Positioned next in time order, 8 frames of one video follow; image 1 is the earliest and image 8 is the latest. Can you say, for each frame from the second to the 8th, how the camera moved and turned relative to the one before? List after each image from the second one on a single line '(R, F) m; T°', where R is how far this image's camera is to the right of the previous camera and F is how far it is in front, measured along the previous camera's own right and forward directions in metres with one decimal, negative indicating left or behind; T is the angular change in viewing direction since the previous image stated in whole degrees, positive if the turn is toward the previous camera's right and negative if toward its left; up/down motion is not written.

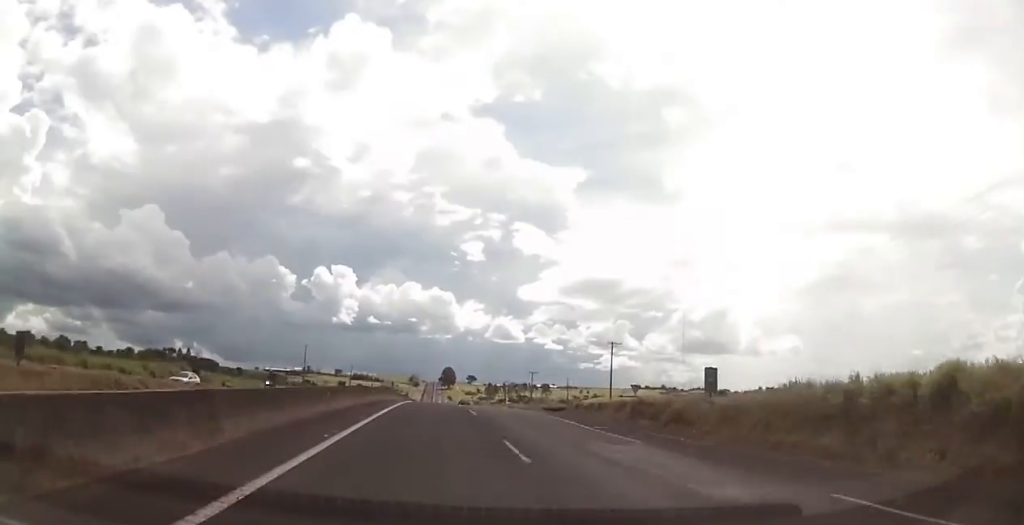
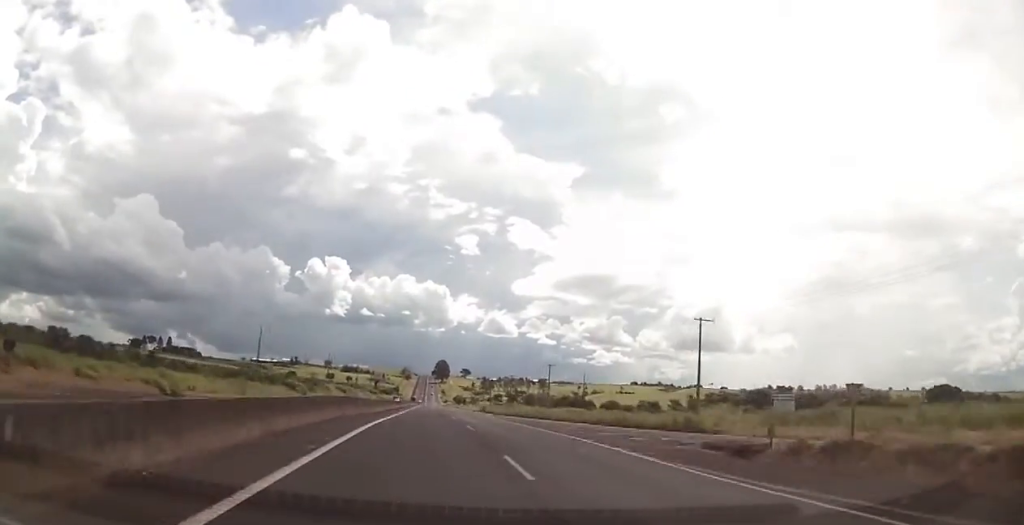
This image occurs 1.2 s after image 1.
(-0.1, +33.7) m; 0°
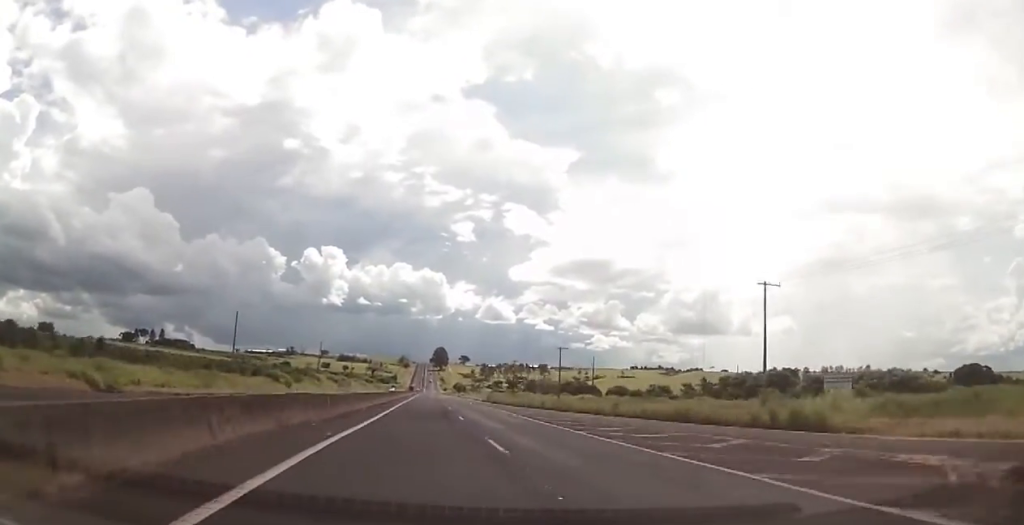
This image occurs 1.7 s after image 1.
(0.0, +13.1) m; 0°
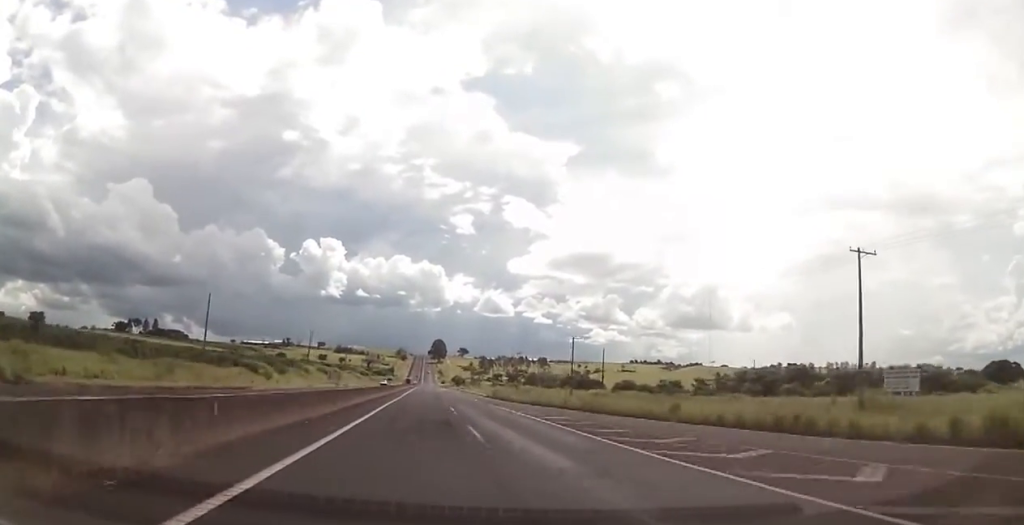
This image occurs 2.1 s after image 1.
(+0.1, +12.2) m; 0°
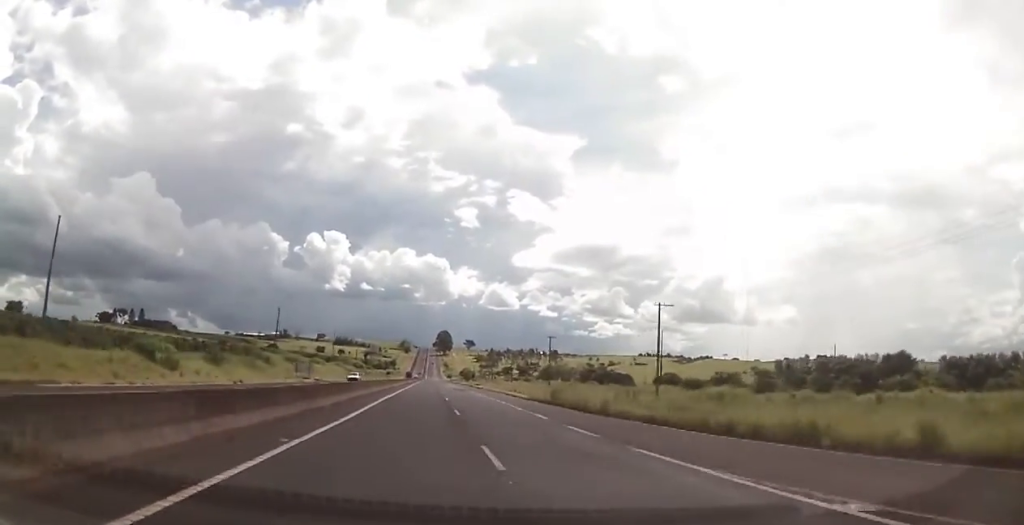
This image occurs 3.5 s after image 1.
(-0.1, +39.3) m; 0°
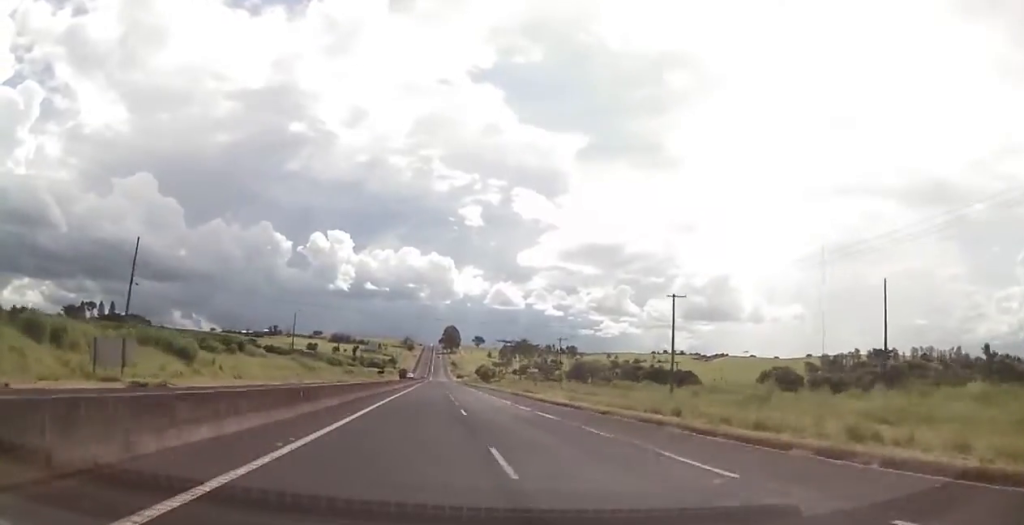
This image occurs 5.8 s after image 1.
(+0.2, +64.5) m; 0°
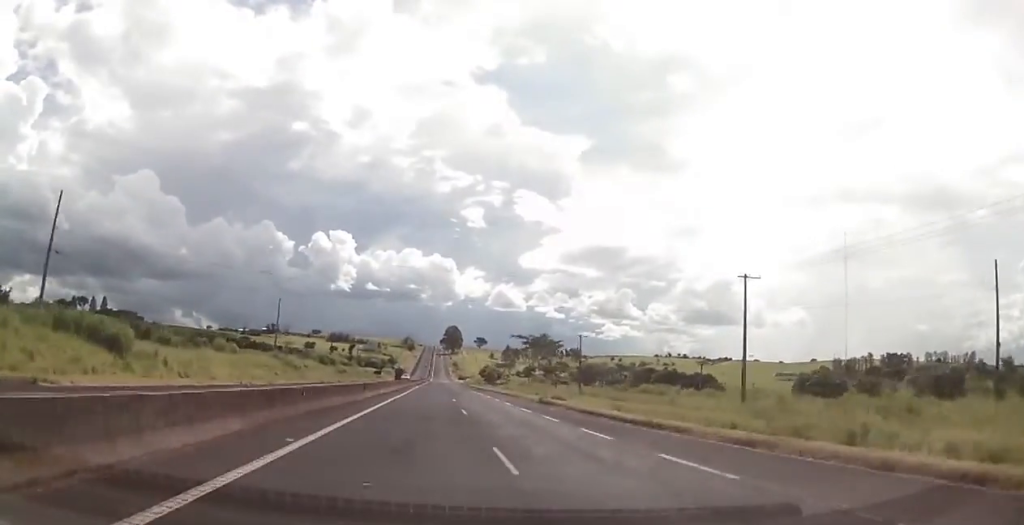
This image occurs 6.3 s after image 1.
(0.0, +15.4) m; 0°
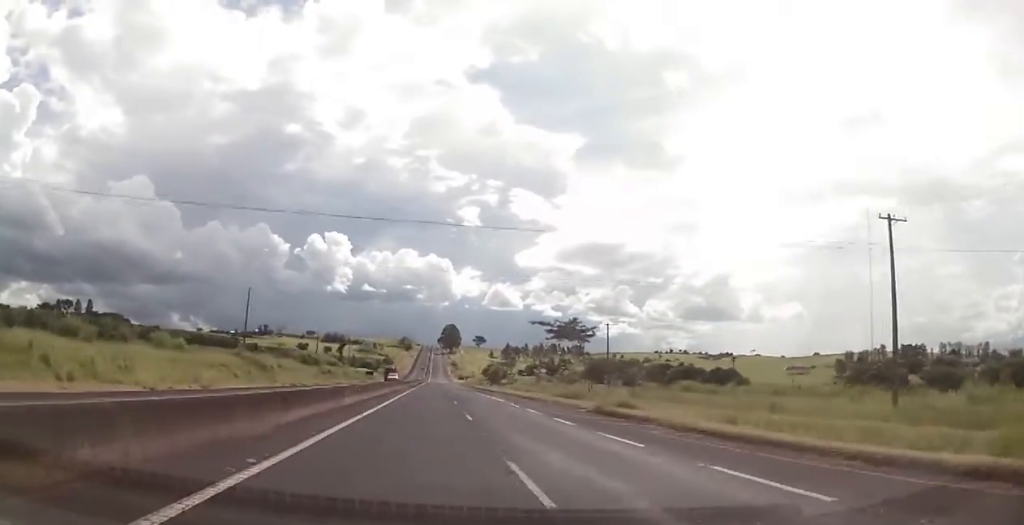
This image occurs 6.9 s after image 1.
(+0.1, +18.5) m; 0°
